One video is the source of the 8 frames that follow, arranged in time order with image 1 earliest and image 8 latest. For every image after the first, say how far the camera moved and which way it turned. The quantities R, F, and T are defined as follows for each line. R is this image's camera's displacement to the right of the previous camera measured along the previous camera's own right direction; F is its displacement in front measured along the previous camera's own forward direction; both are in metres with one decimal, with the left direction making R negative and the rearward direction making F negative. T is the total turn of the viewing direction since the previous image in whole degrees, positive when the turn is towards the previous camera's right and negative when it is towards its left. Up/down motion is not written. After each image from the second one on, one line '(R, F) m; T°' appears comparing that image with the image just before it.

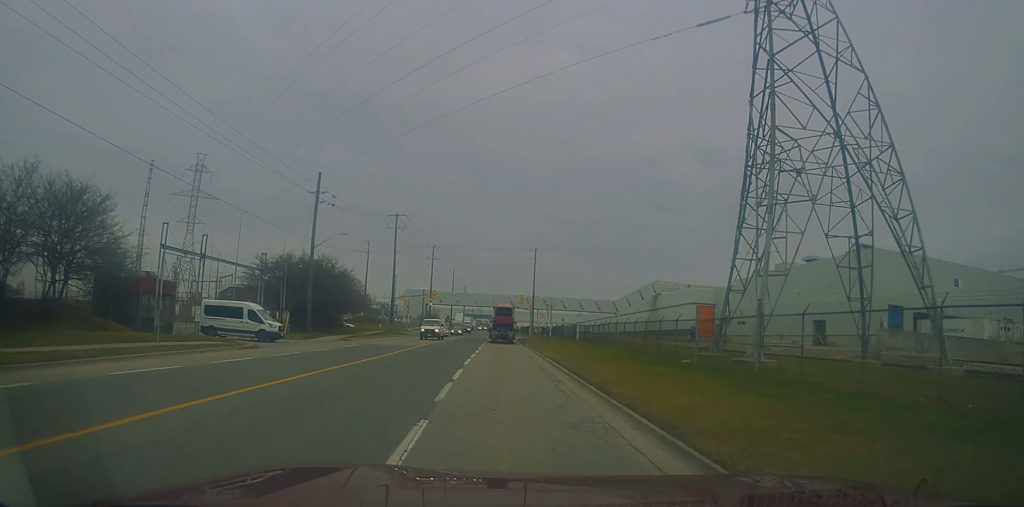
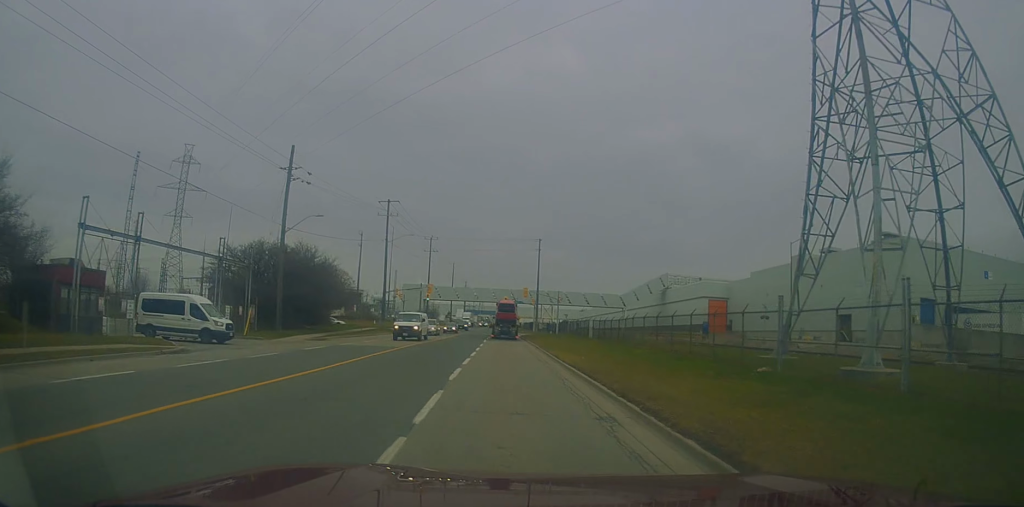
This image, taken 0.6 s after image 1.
(-0.3, +7.6) m; -2°
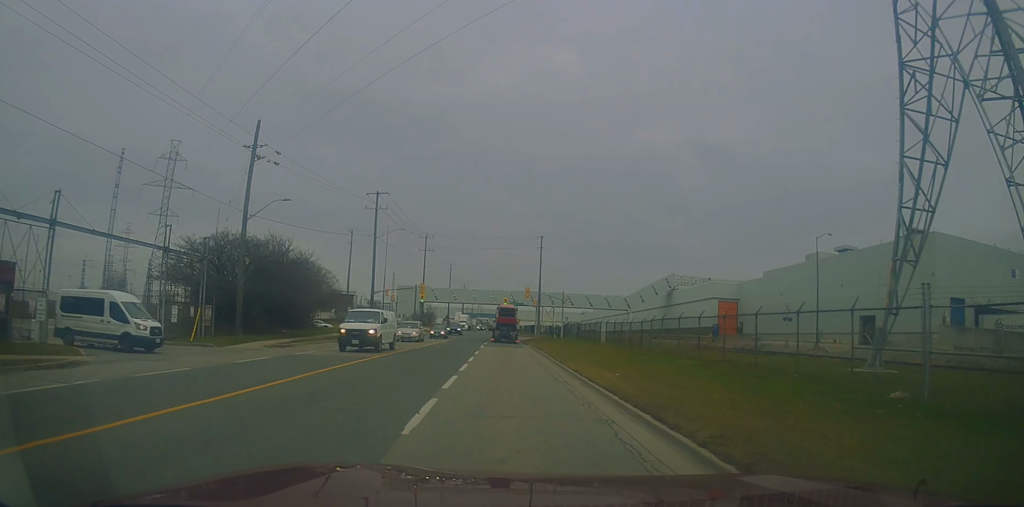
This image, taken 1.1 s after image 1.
(0.0, +6.9) m; +1°
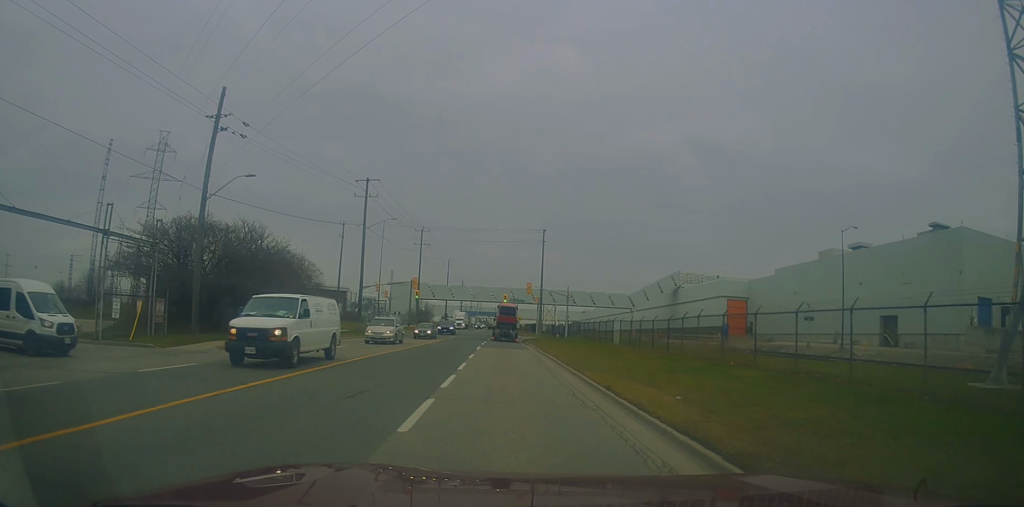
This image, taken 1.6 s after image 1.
(-0.1, +5.7) m; +1°
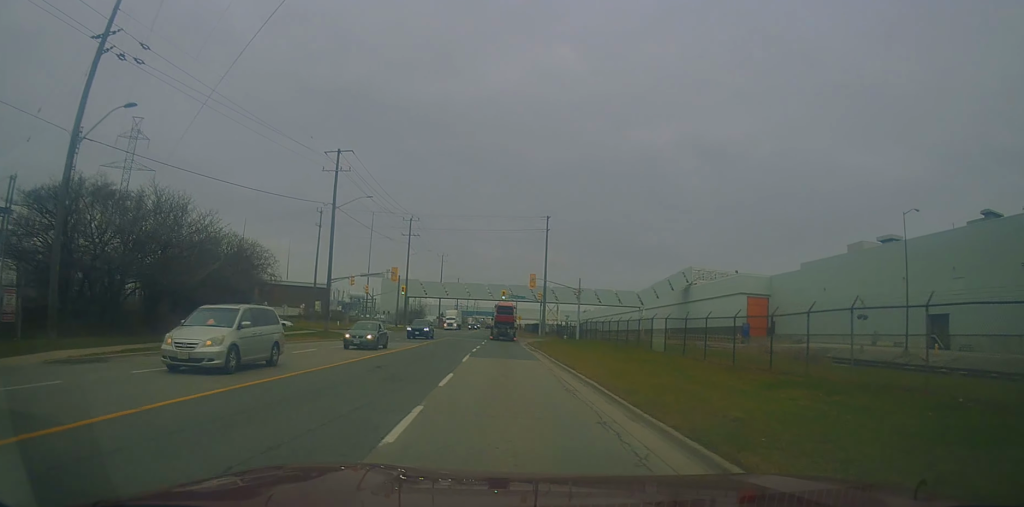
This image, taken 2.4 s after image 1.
(+0.4, +11.8) m; 0°
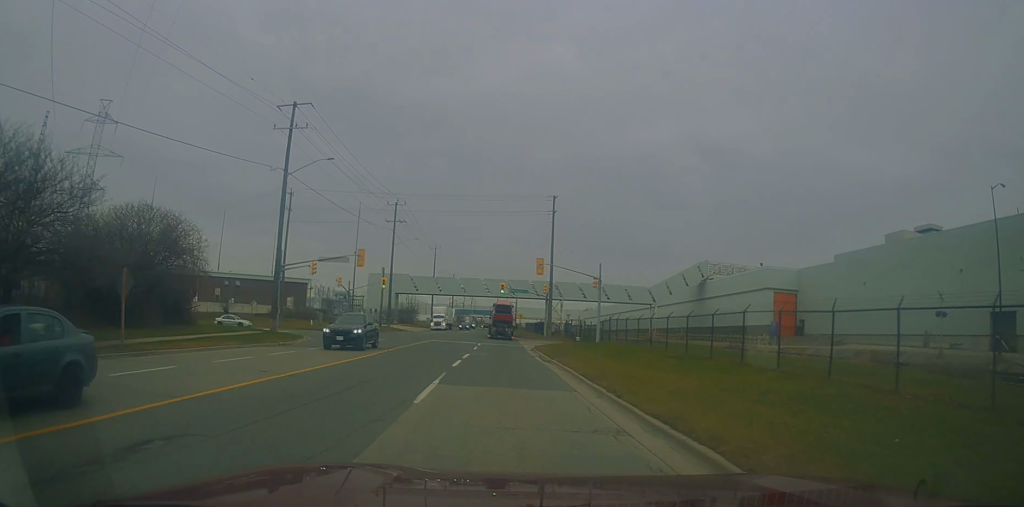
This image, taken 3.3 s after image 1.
(-0.3, +12.7) m; -1°
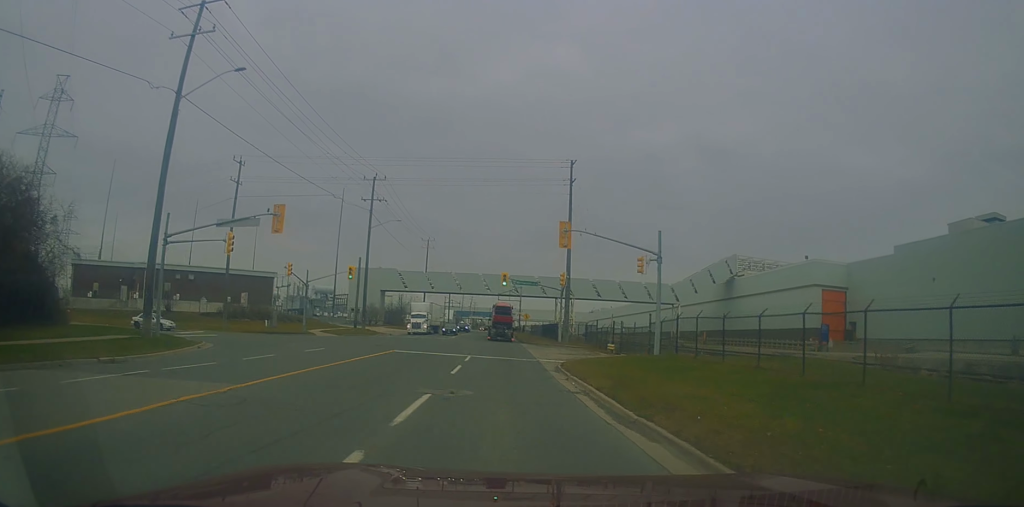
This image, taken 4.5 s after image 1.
(+0.1, +16.6) m; +1°
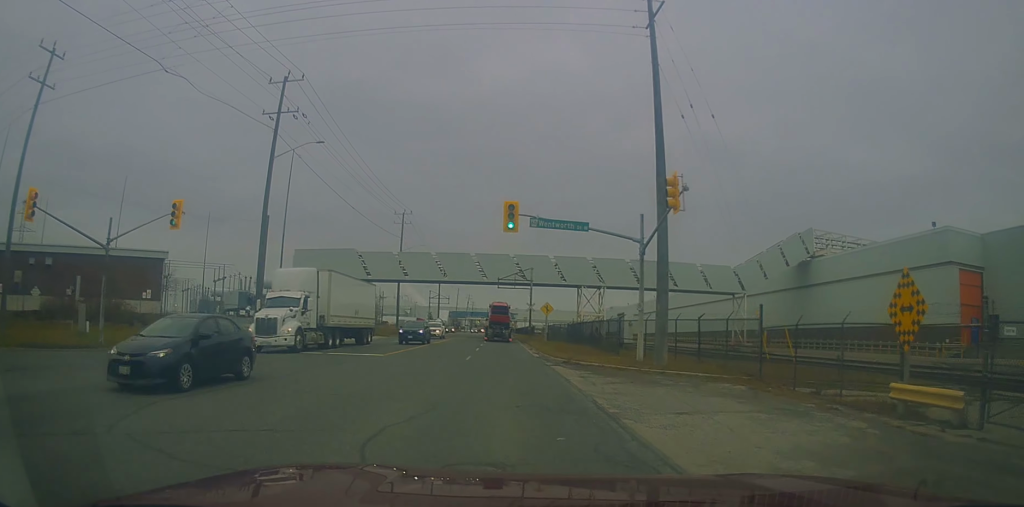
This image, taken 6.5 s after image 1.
(-0.1, +31.8) m; -1°
